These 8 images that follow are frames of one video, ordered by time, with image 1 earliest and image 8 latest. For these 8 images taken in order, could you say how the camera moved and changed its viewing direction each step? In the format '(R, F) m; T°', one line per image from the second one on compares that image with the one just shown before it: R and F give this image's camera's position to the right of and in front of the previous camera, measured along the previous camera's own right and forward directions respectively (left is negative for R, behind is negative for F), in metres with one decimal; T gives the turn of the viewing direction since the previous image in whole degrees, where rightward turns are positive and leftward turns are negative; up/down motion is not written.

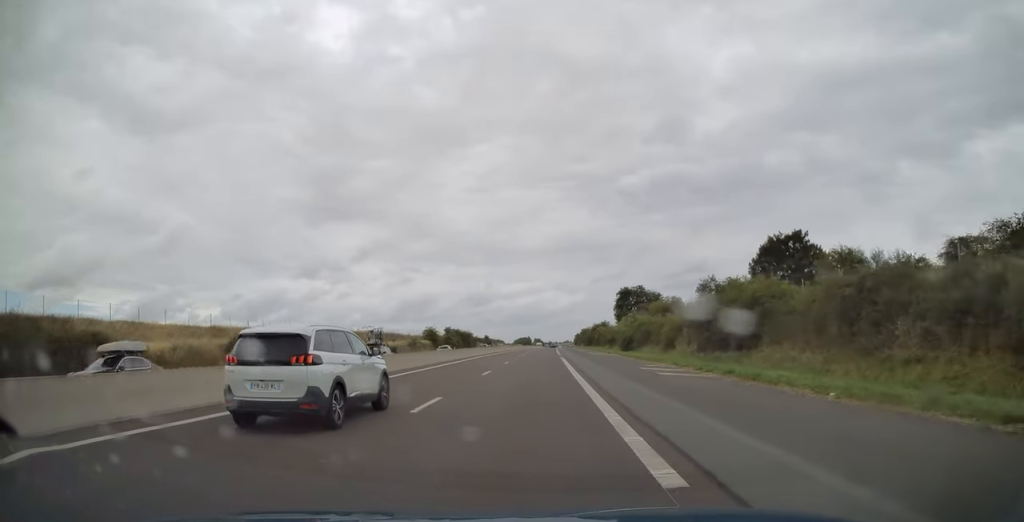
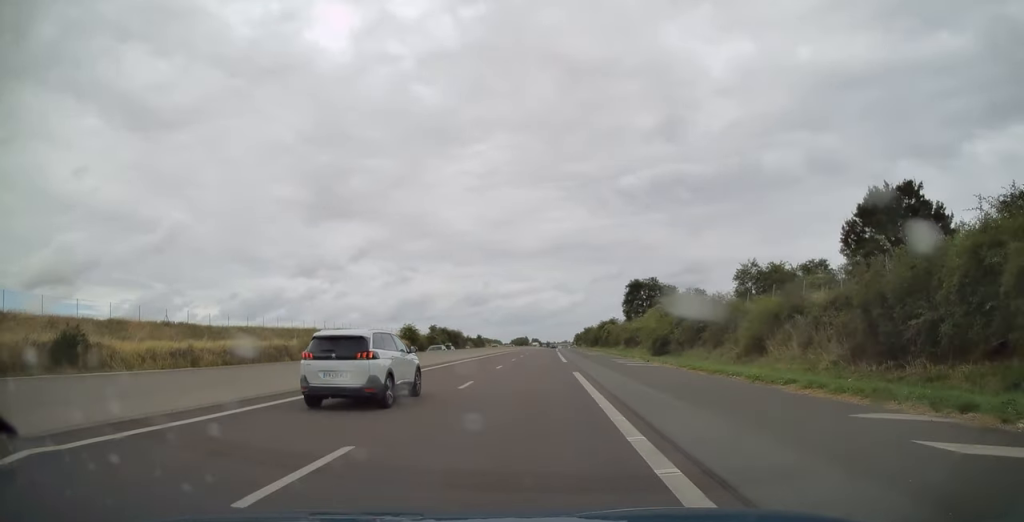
(+0.1, +19.9) m; 0°
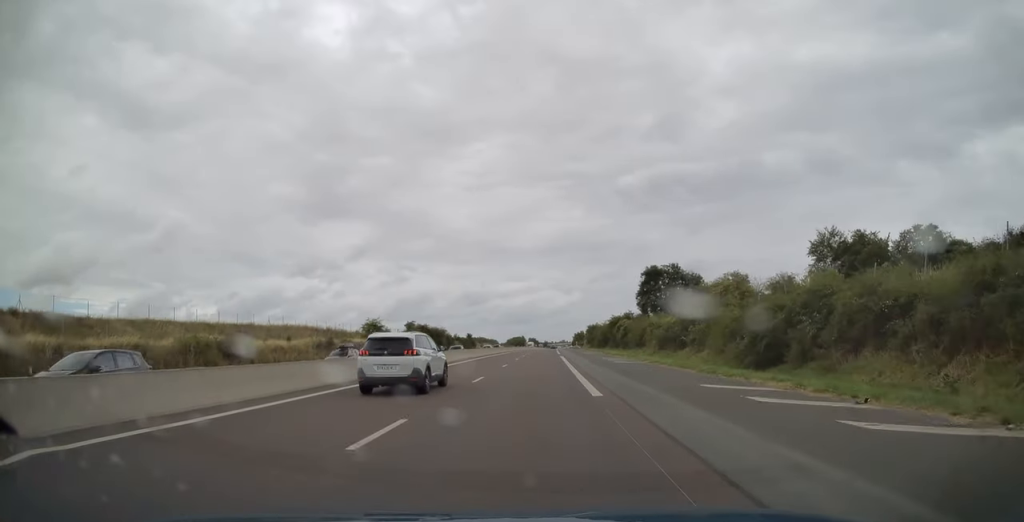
(+0.1, +23.1) m; 0°
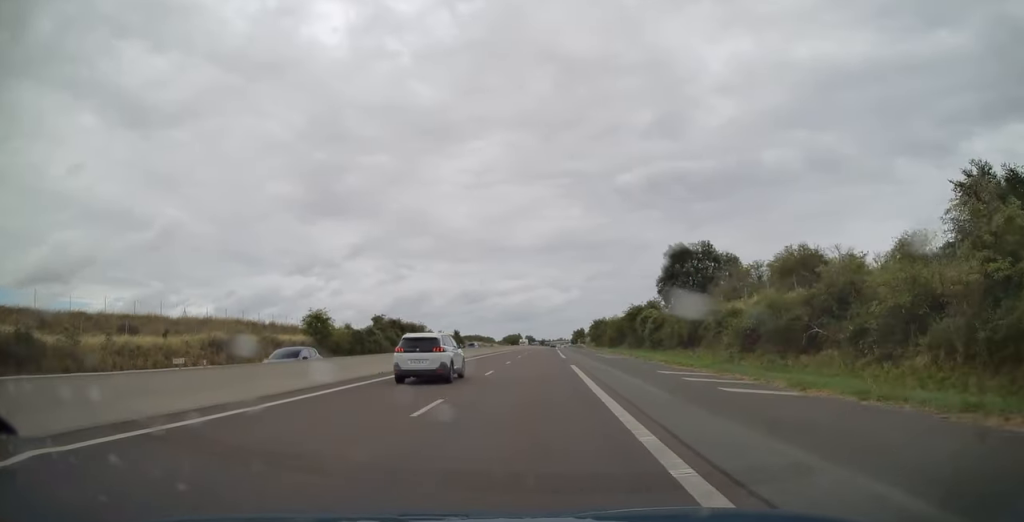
(0.0, +22.6) m; 0°
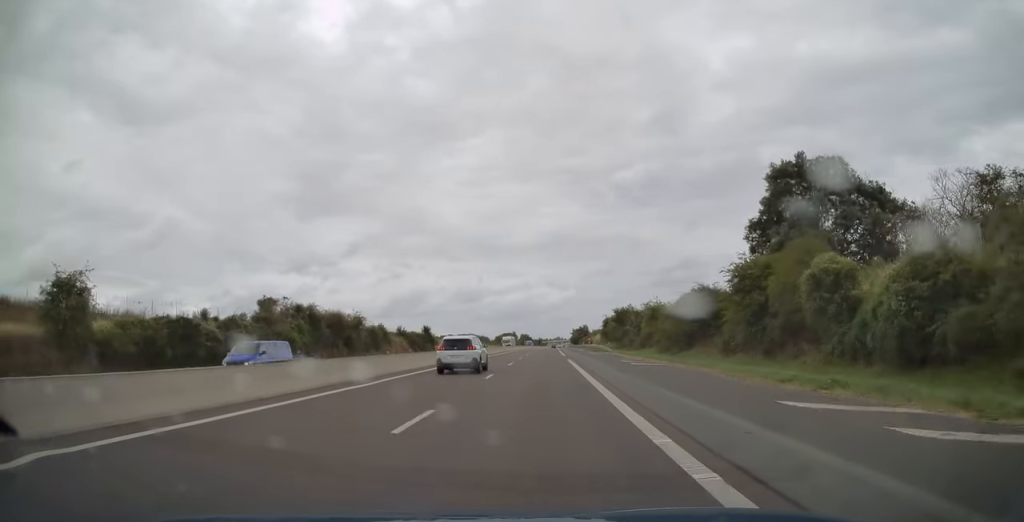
(+0.1, +41.0) m; +1°
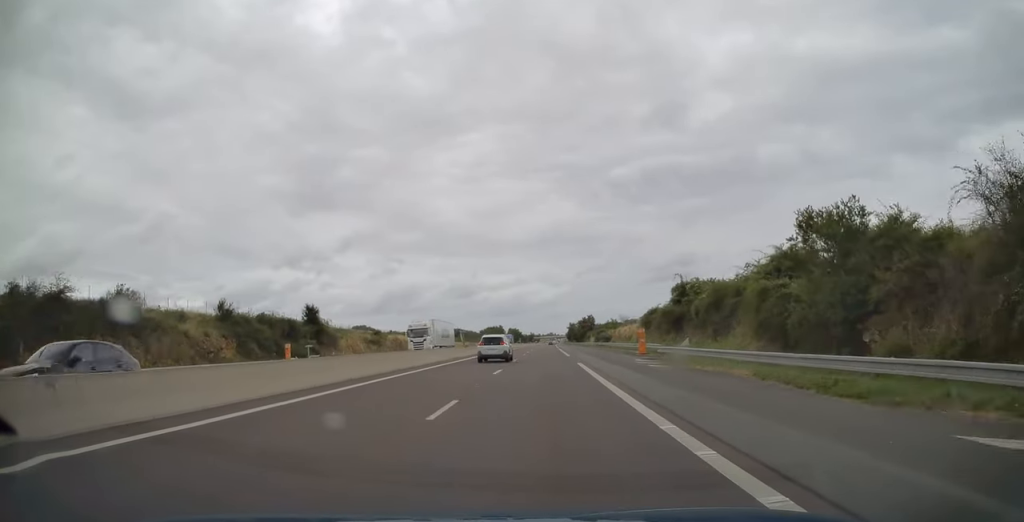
(+0.3, +63.8) m; +1°
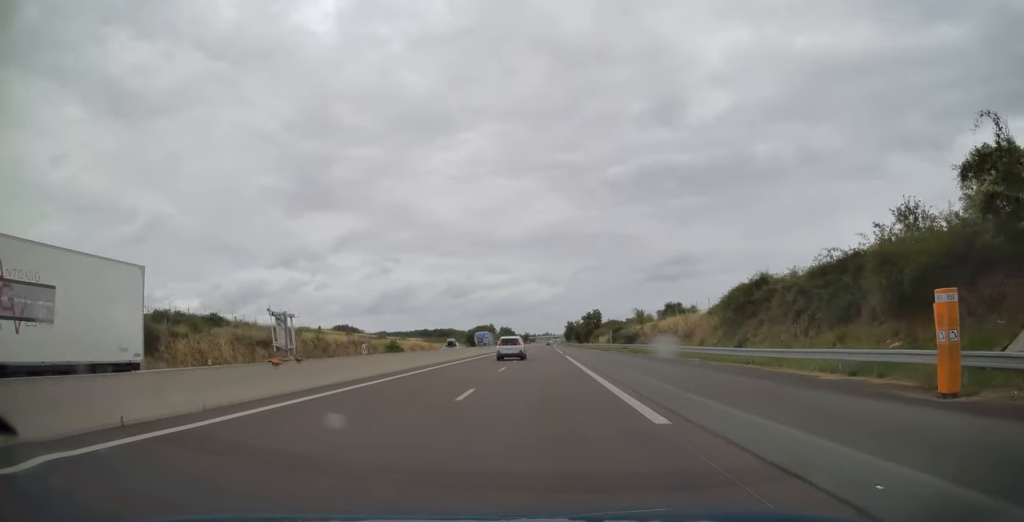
(+0.1, +35.7) m; +1°
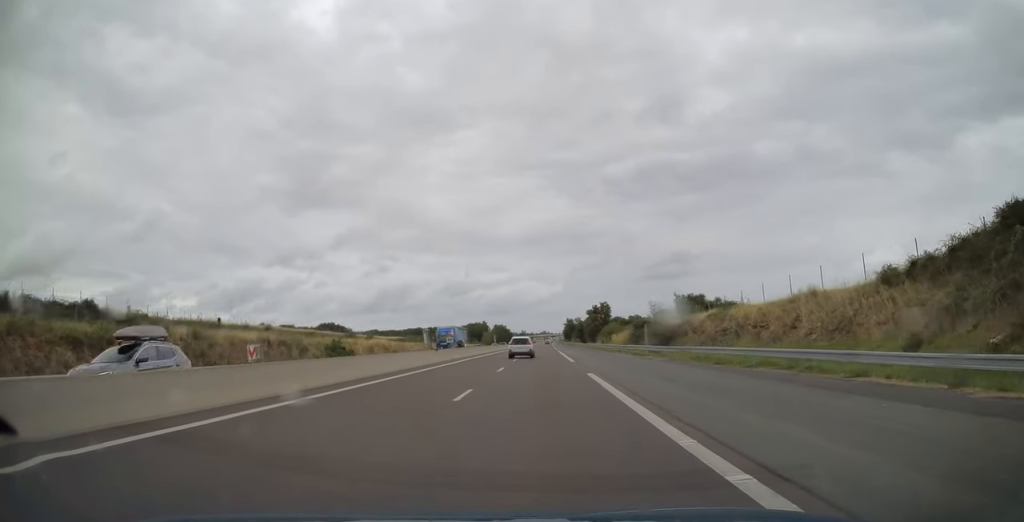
(+0.1, +25.9) m; 0°
